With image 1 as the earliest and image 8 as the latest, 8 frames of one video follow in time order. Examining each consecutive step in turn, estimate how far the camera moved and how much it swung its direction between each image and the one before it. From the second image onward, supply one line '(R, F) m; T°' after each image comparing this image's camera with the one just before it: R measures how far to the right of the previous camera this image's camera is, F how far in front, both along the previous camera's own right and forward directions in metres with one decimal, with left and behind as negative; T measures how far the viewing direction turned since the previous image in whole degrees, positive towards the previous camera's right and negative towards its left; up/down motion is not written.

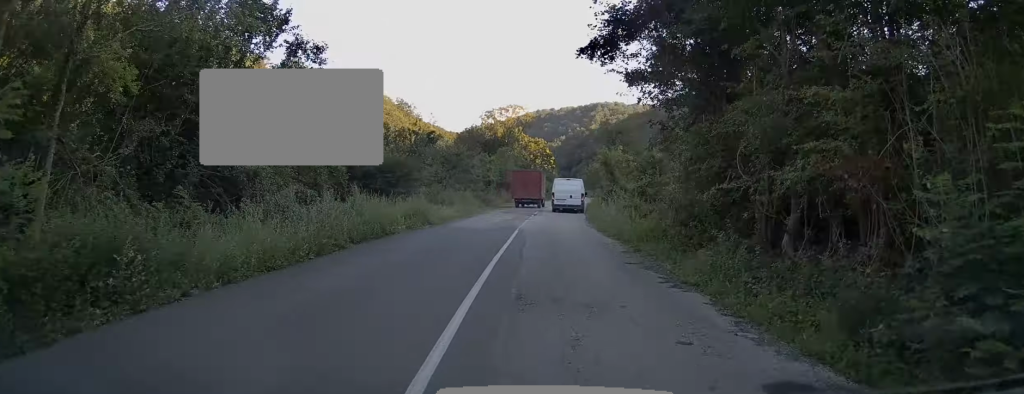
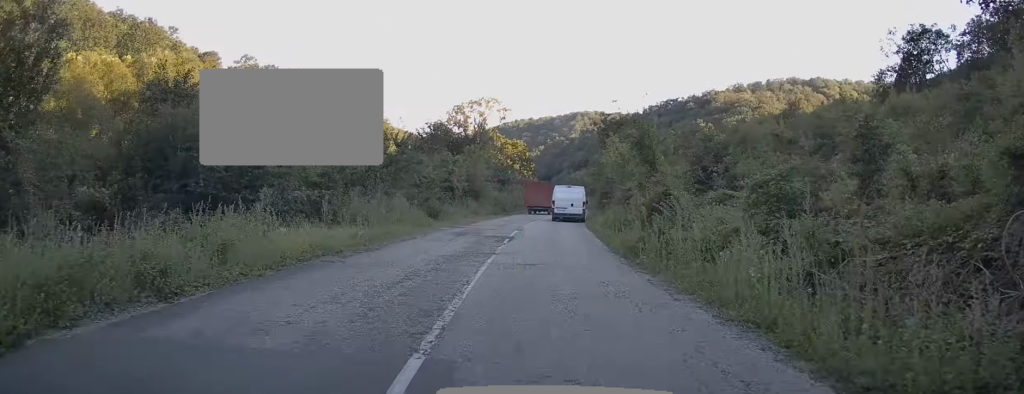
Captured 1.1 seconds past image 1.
(+0.3, +17.5) m; +1°
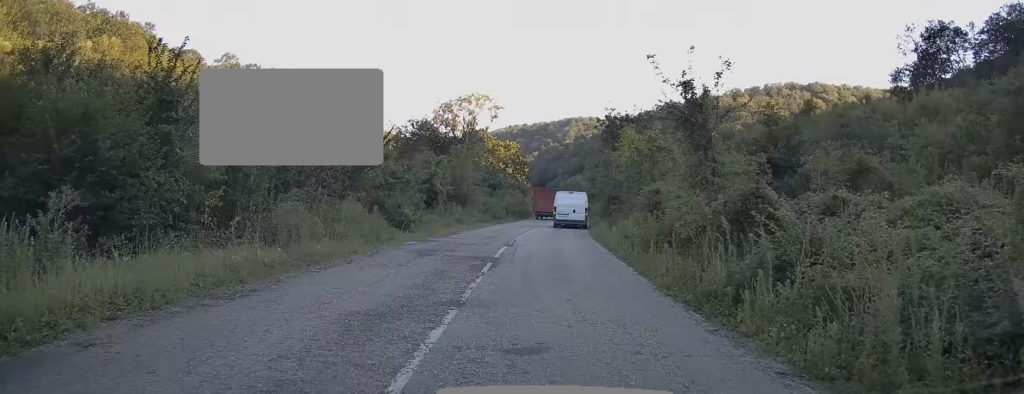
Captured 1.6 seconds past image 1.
(0.0, +7.7) m; +1°
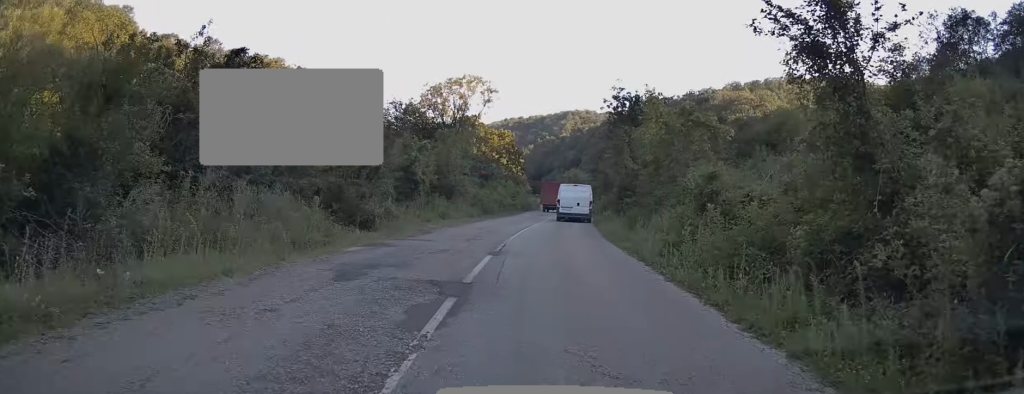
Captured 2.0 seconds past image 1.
(-0.1, +7.3) m; +1°
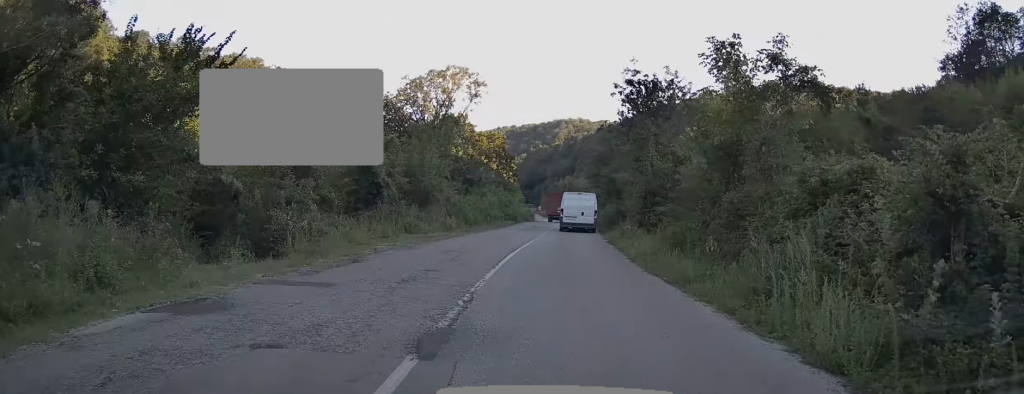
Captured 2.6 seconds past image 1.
(+0.1, +9.8) m; +1°
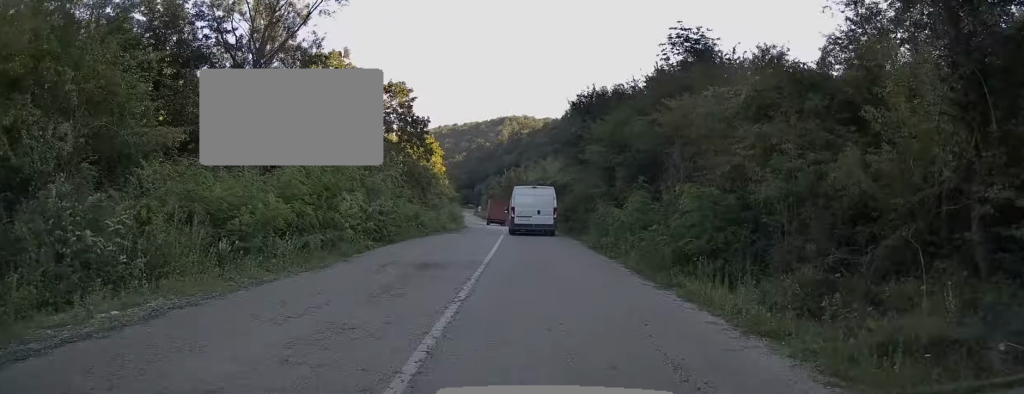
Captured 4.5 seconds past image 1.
(+1.4, +34.4) m; +4°
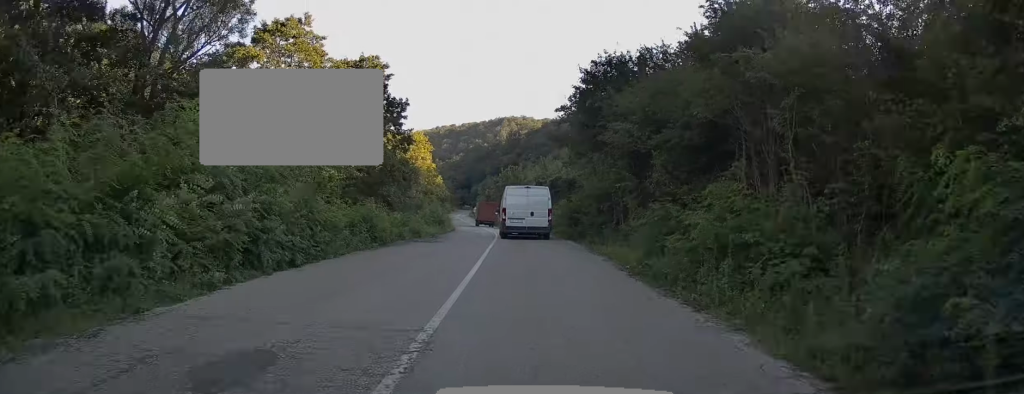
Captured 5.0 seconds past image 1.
(+0.2, +8.8) m; 0°
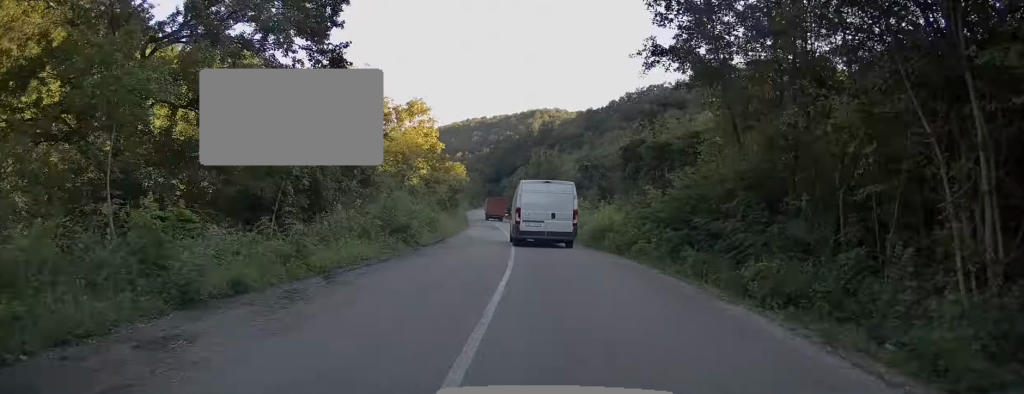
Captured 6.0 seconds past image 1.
(-0.1, +20.3) m; -2°
